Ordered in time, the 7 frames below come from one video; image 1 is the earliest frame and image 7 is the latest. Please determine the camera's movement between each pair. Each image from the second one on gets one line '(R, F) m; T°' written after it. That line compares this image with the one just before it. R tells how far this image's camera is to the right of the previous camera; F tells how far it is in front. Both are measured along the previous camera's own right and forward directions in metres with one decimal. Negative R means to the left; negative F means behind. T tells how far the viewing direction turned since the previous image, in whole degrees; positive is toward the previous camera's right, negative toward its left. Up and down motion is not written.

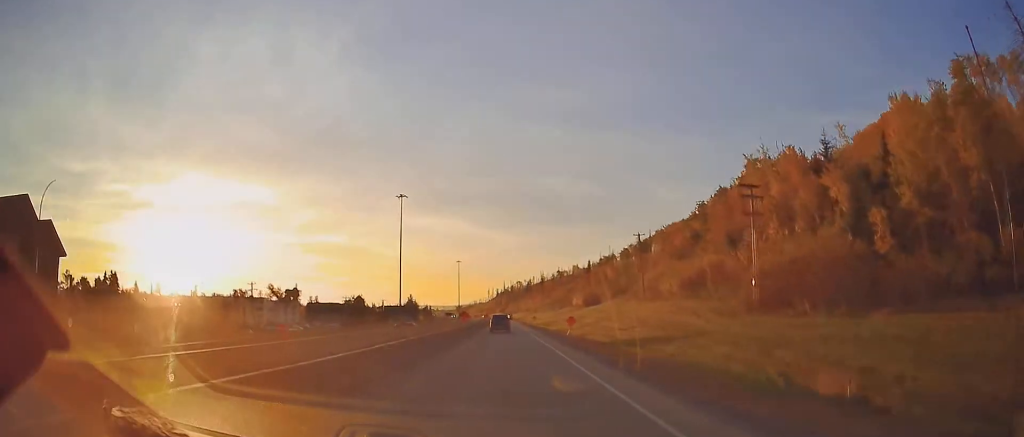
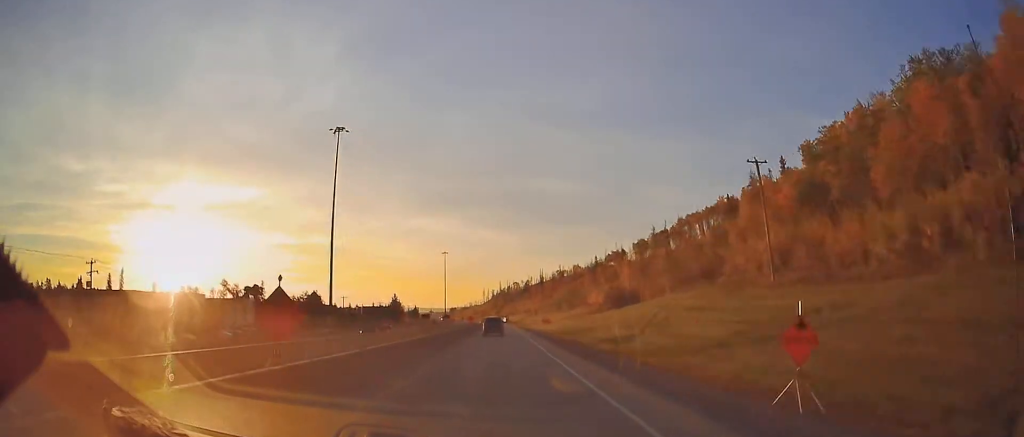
(+0.1, +48.9) m; 0°
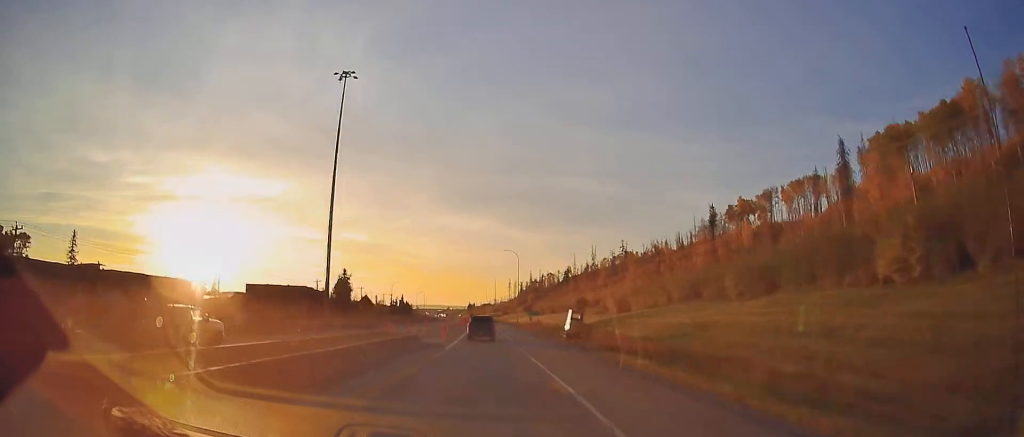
(-2.8, +175.5) m; -3°
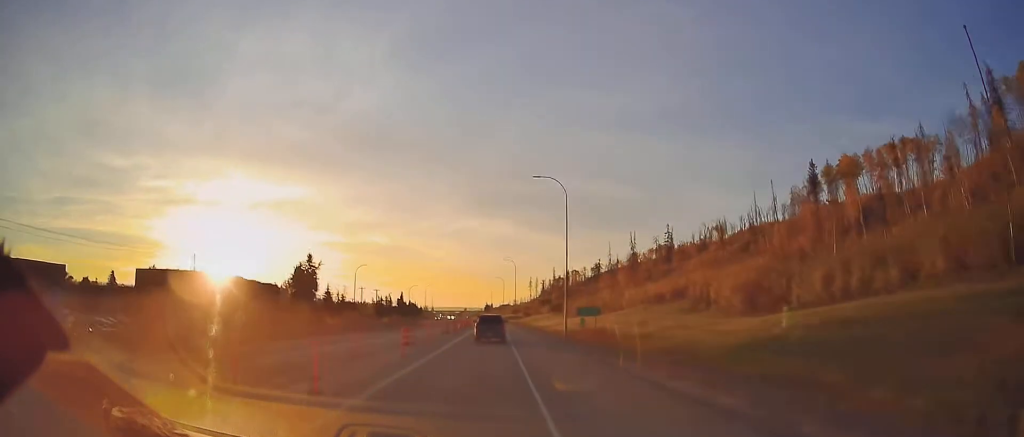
(-1.0, +59.9) m; -2°
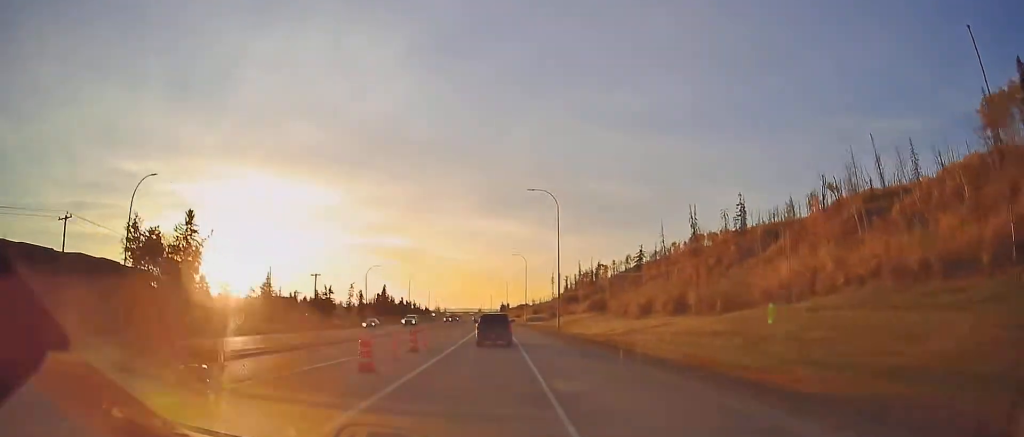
(-1.1, +74.1) m; -2°
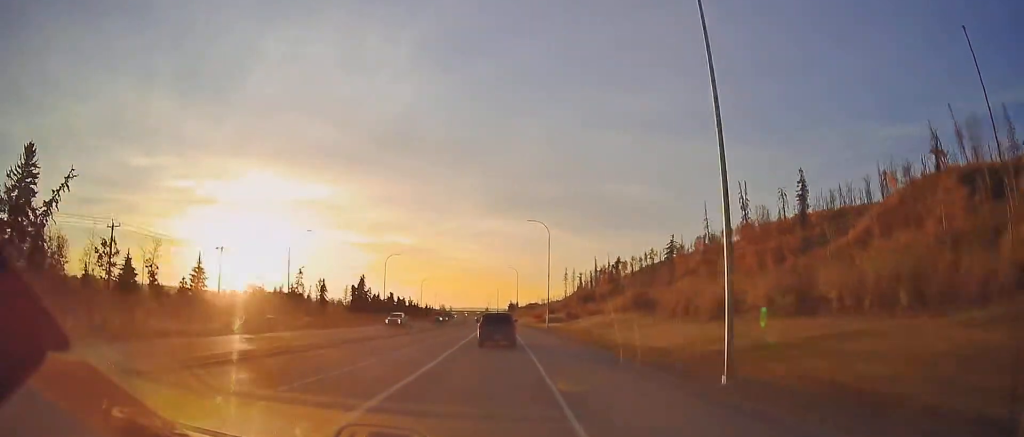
(-0.4, +42.9) m; -1°
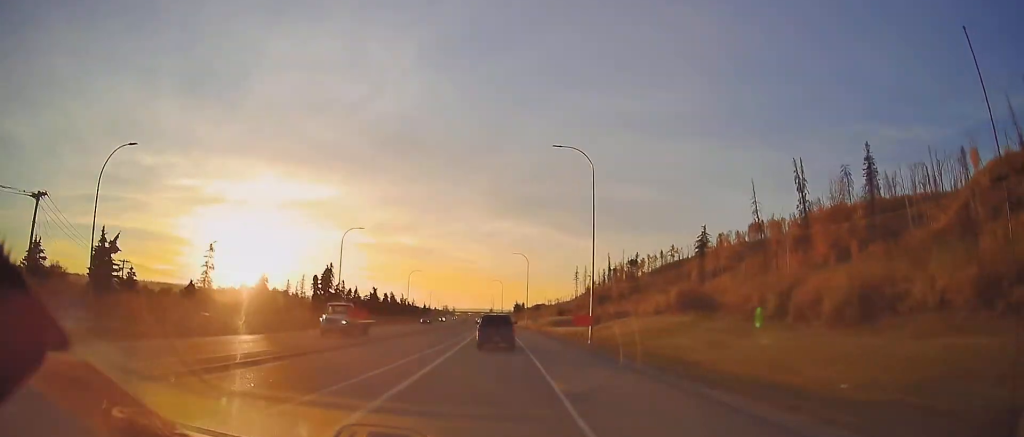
(-0.2, +36.0) m; -1°
